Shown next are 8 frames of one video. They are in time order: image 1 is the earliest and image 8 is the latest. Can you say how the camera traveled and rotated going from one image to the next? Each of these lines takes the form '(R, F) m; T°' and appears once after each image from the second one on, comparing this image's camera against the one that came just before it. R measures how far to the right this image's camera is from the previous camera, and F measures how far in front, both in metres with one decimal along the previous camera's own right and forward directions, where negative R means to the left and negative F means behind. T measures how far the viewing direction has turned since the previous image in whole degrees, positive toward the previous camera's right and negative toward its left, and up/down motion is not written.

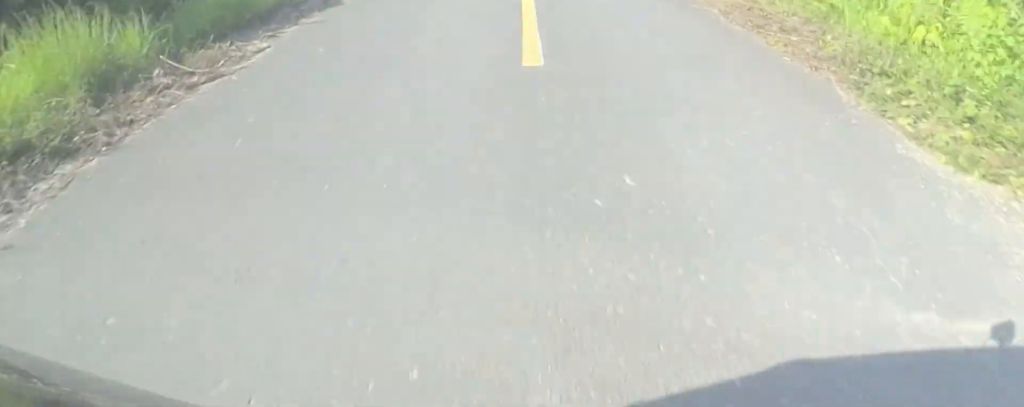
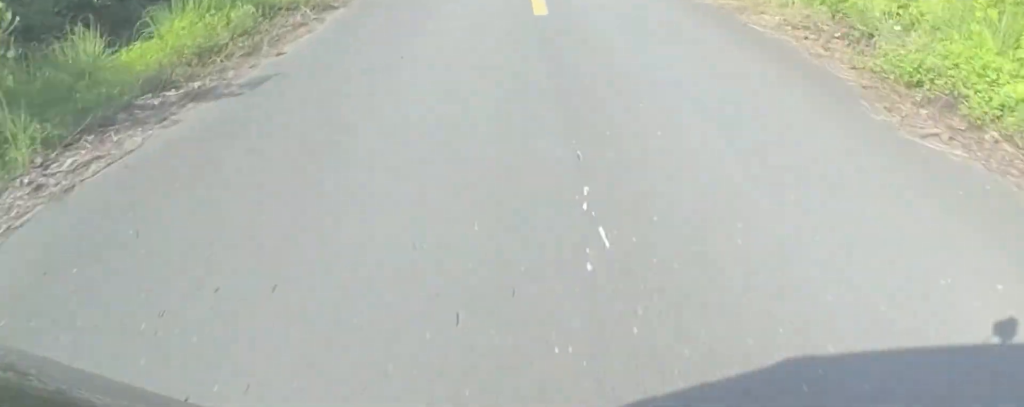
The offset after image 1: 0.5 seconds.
(-0.2, +6.2) m; 0°
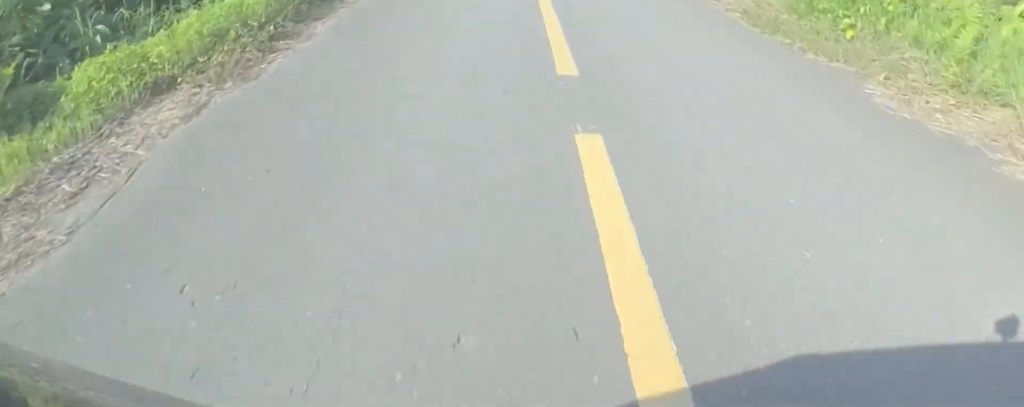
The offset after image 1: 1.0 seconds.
(+0.4, +5.6) m; -2°
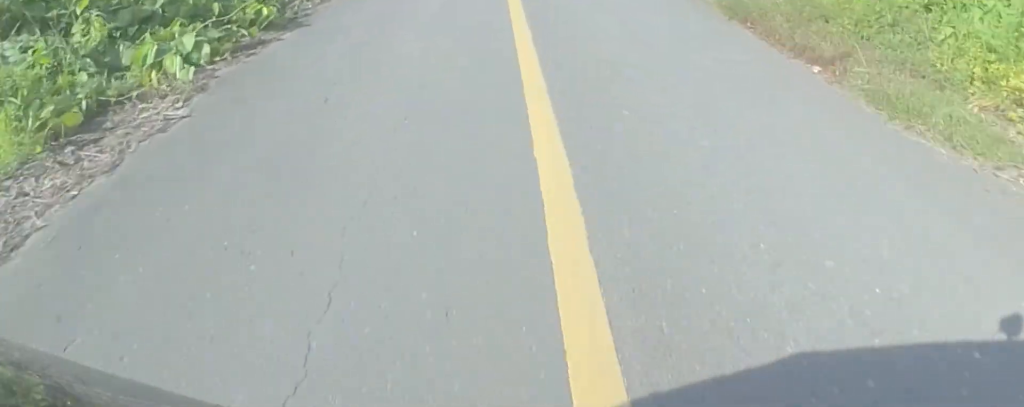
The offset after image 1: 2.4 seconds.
(-1.1, +14.8) m; -8°
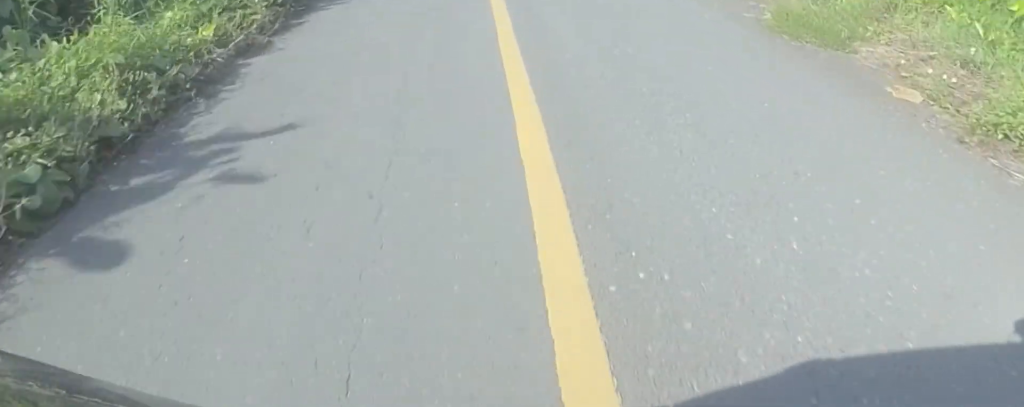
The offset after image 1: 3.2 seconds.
(-0.1, +9.4) m; -9°
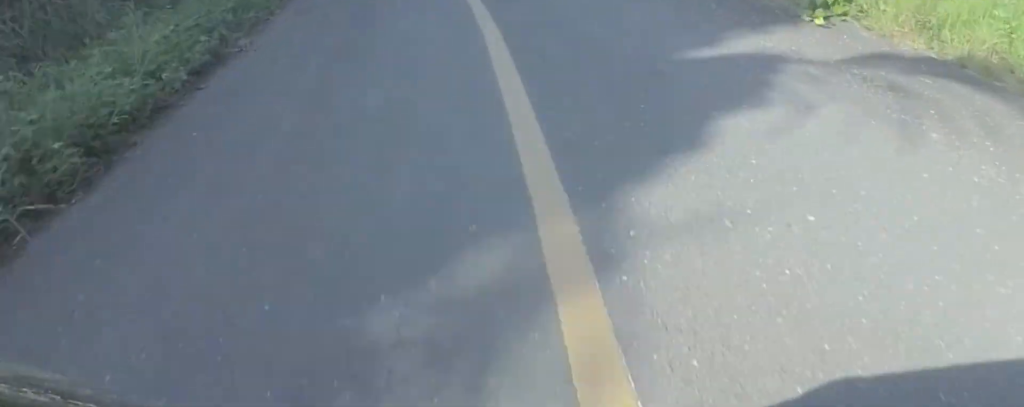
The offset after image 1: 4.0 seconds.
(-1.1, +8.5) m; -9°
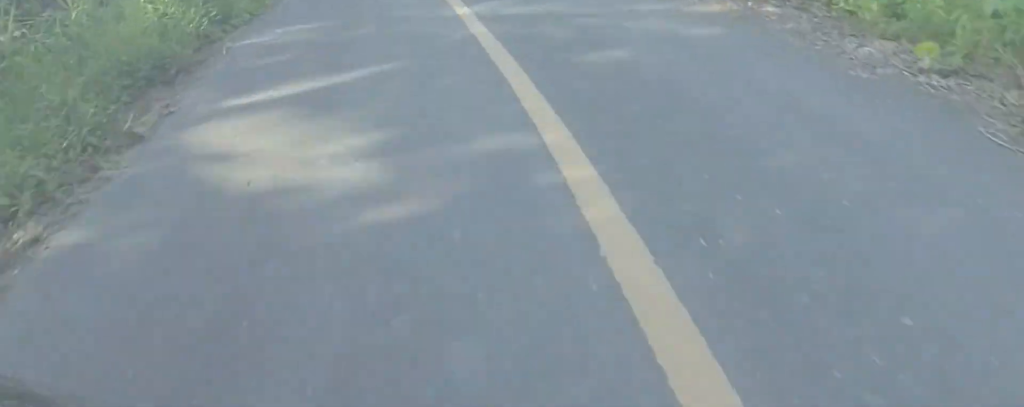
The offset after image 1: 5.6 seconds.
(-2.5, +18.4) m; -17°
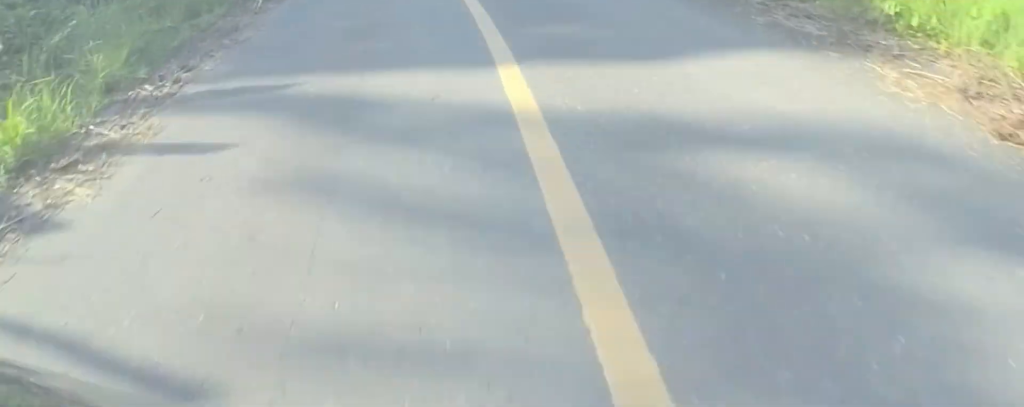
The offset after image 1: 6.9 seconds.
(-2.0, +15.7) m; -11°
